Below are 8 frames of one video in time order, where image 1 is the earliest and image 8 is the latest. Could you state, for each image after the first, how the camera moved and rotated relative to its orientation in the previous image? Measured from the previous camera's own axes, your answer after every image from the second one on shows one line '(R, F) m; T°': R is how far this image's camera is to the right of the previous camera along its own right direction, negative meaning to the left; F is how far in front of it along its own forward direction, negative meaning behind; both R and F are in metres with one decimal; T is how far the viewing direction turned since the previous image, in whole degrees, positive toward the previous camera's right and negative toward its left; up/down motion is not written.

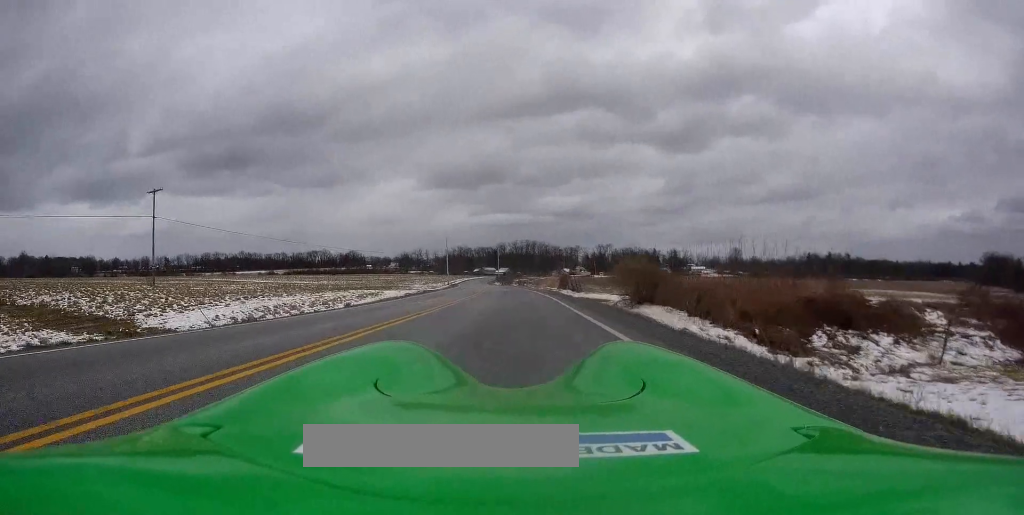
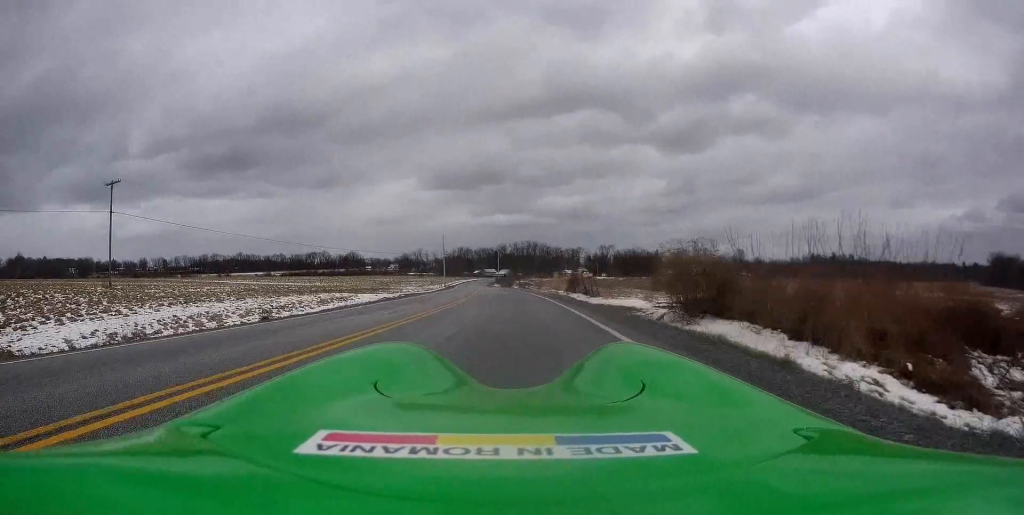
(-0.2, +8.1) m; -1°
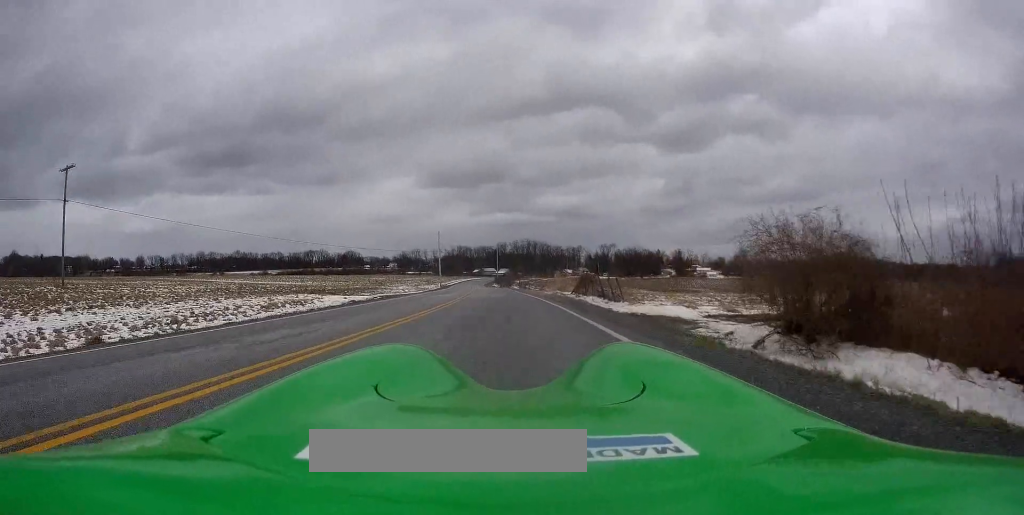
(-0.1, +7.5) m; +1°
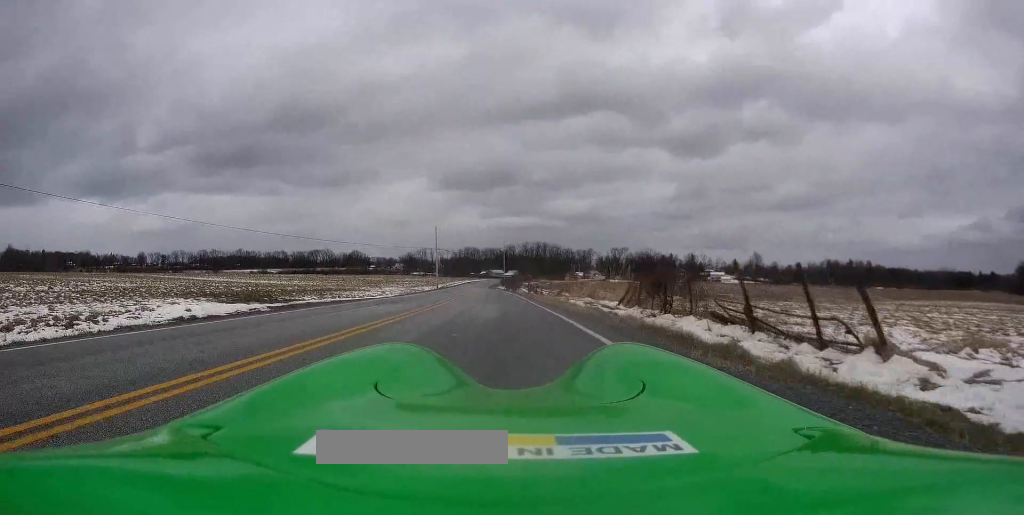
(+0.4, +17.1) m; +5°
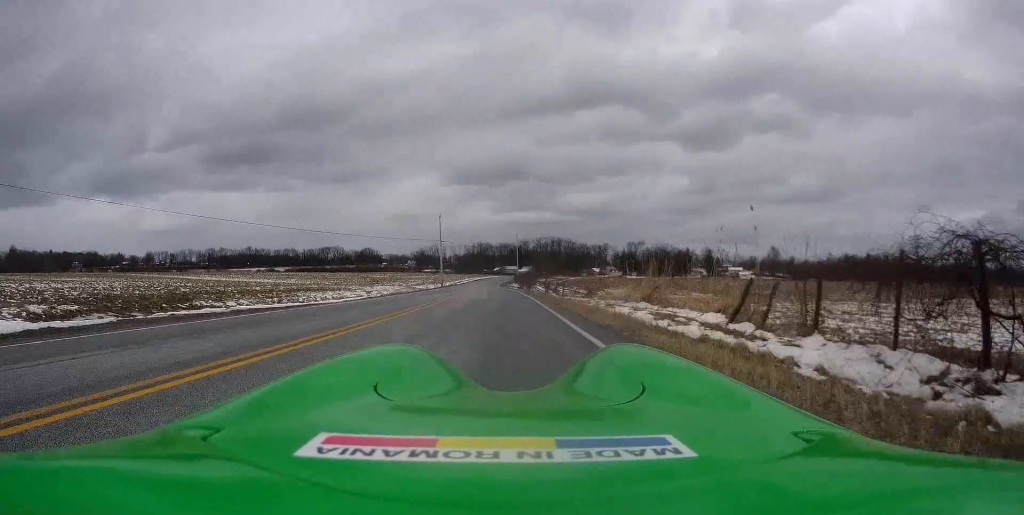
(+0.6, +11.7) m; -2°
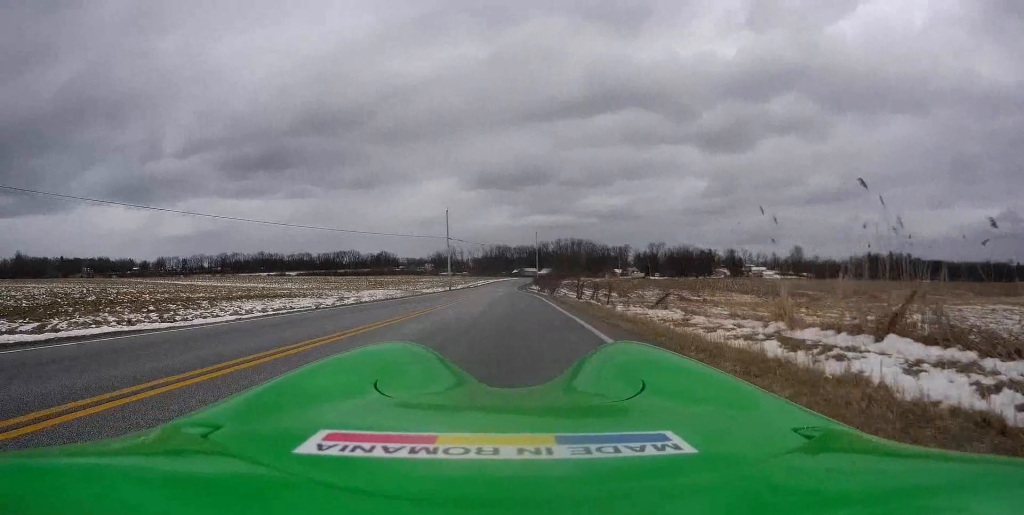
(-1.1, +14.1) m; -4°
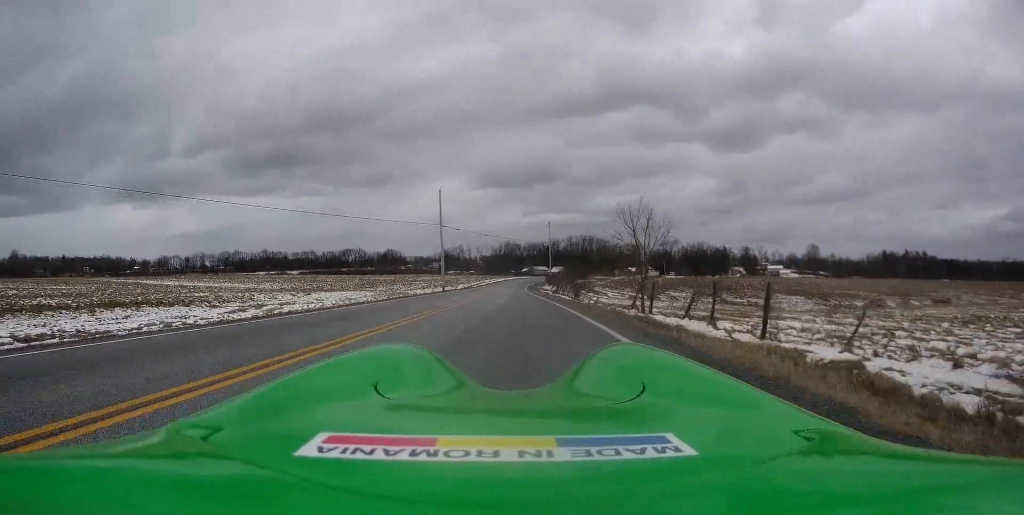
(0.0, +16.5) m; -3°
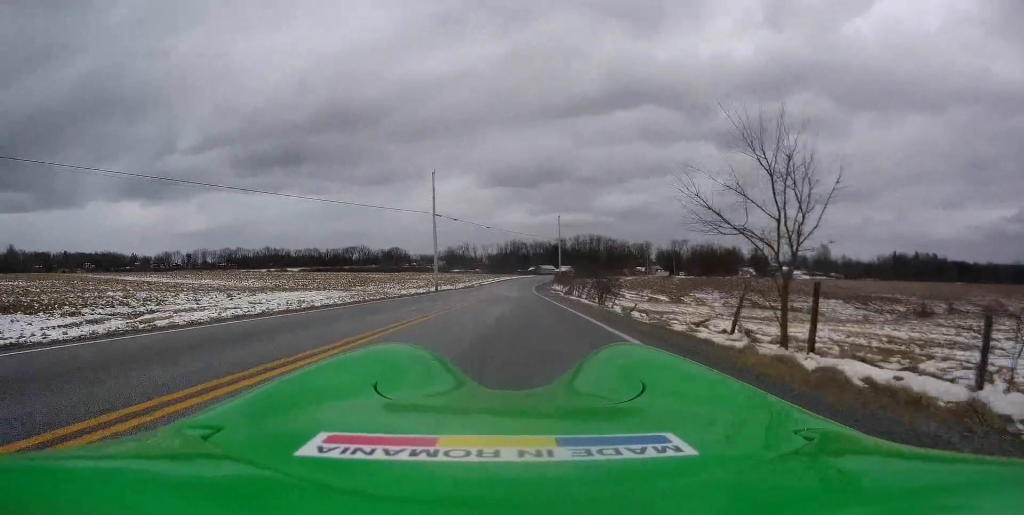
(-0.3, +10.3) m; -3°
